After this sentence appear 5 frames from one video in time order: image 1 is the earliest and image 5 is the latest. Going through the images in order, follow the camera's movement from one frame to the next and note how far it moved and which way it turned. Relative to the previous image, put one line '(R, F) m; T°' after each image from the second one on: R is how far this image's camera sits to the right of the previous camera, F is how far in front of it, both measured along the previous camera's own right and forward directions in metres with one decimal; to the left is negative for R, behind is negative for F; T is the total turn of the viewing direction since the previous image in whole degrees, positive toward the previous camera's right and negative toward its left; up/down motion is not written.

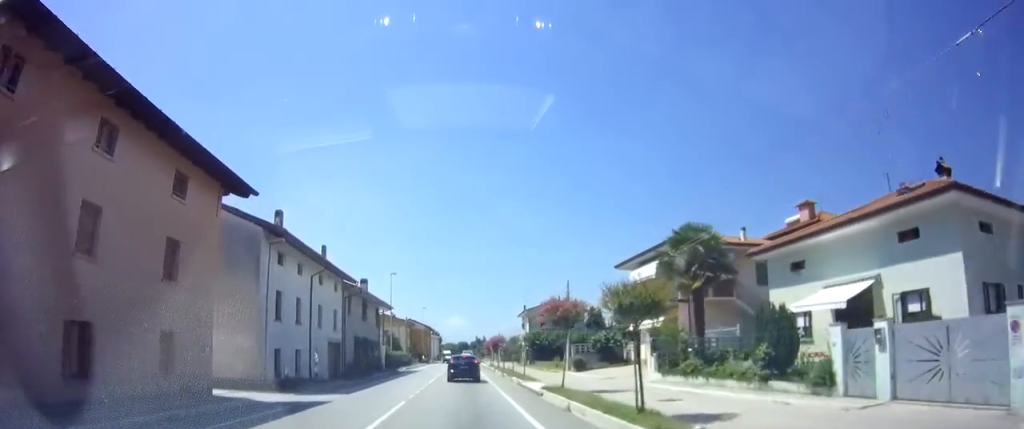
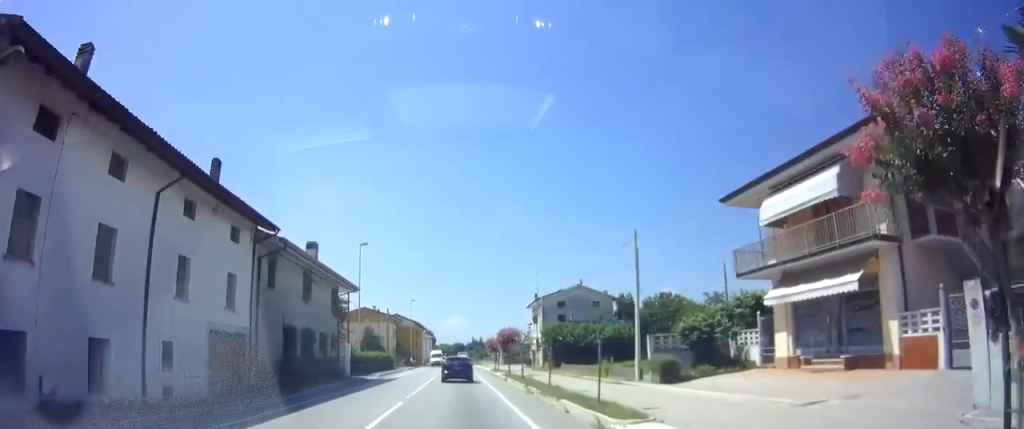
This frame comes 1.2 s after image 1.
(0.0, +16.1) m; 0°
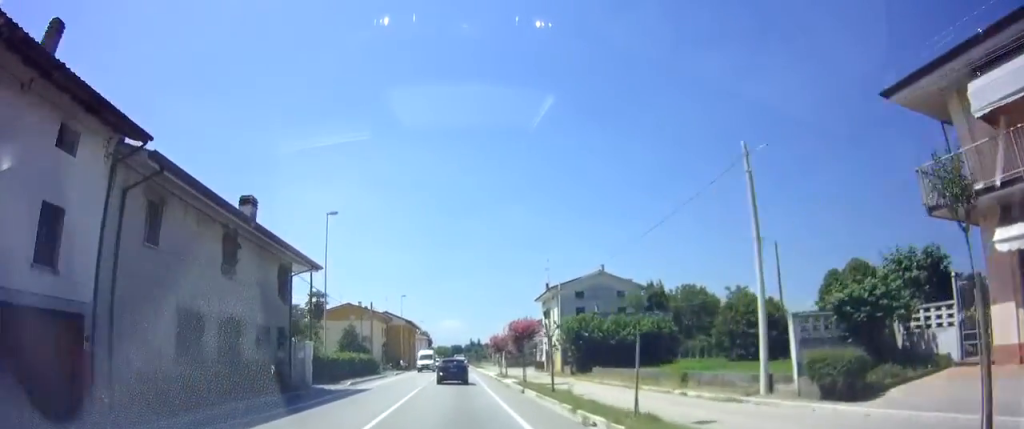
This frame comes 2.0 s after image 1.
(0.0, +10.1) m; 0°
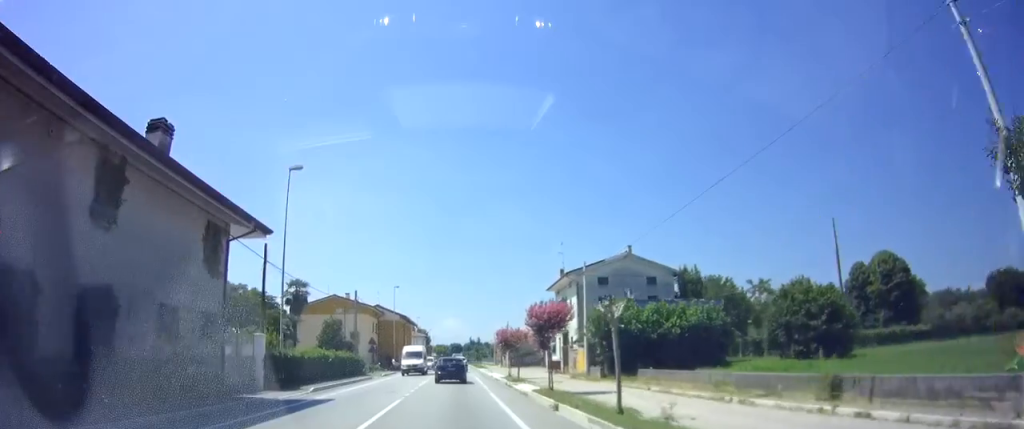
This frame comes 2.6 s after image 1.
(0.0, +8.4) m; 0°
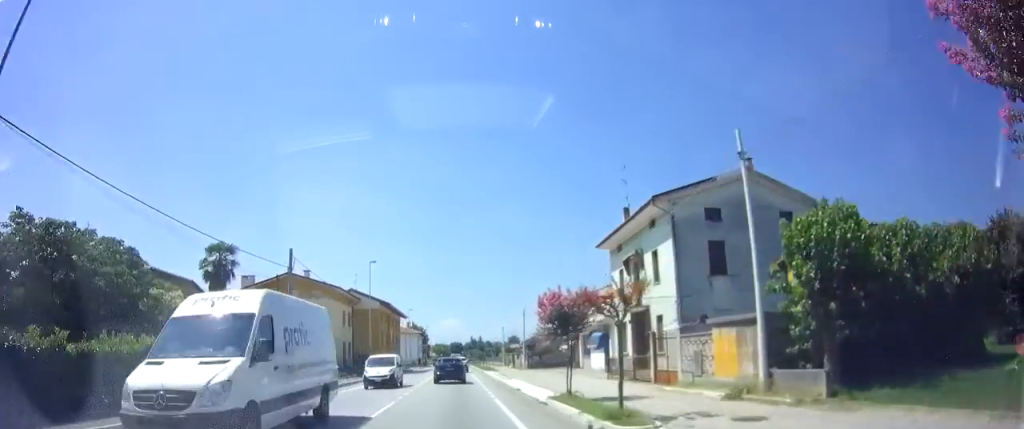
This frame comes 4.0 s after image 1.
(0.0, +18.2) m; 0°
